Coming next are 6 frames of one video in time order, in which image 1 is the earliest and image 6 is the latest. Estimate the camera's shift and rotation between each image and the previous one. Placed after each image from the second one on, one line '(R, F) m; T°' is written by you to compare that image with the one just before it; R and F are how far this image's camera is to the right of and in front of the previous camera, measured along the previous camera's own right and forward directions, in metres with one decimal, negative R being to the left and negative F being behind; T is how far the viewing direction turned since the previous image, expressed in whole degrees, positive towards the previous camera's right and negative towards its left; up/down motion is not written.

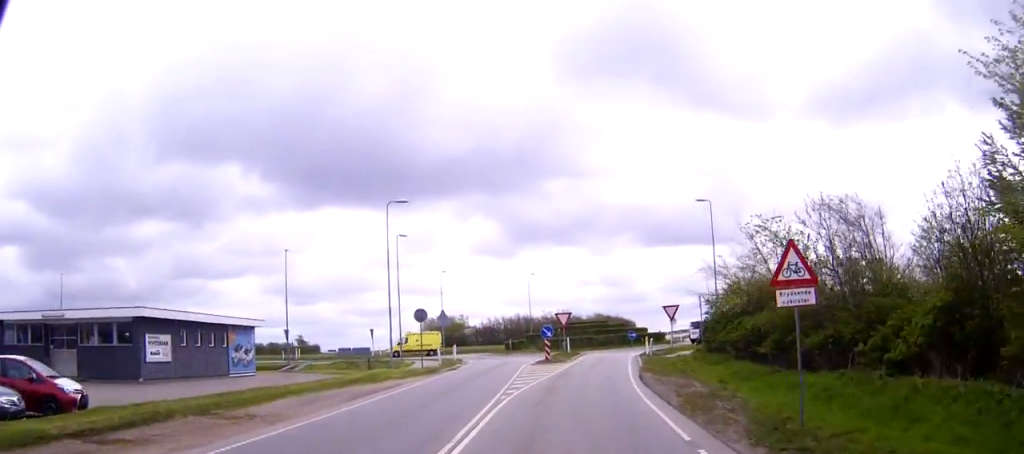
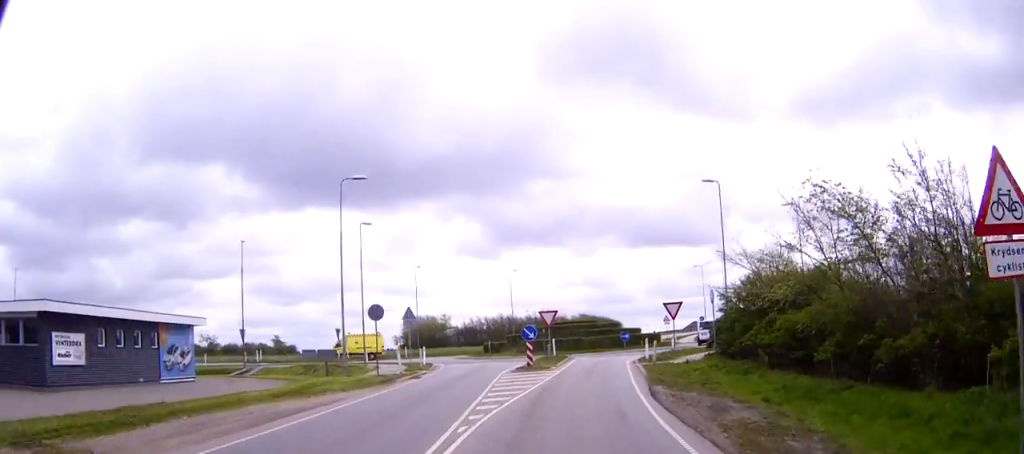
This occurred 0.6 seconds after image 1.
(+0.1, +6.5) m; +2°
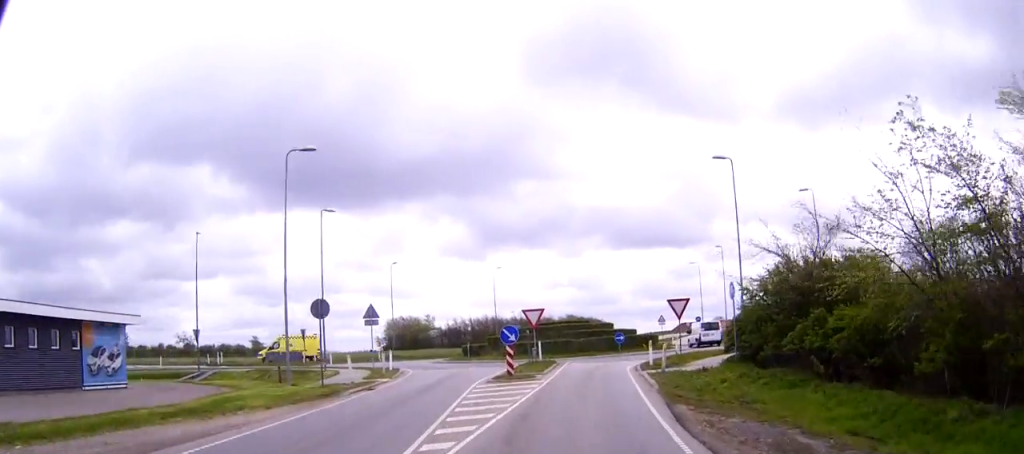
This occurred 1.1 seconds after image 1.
(0.0, +6.0) m; +2°
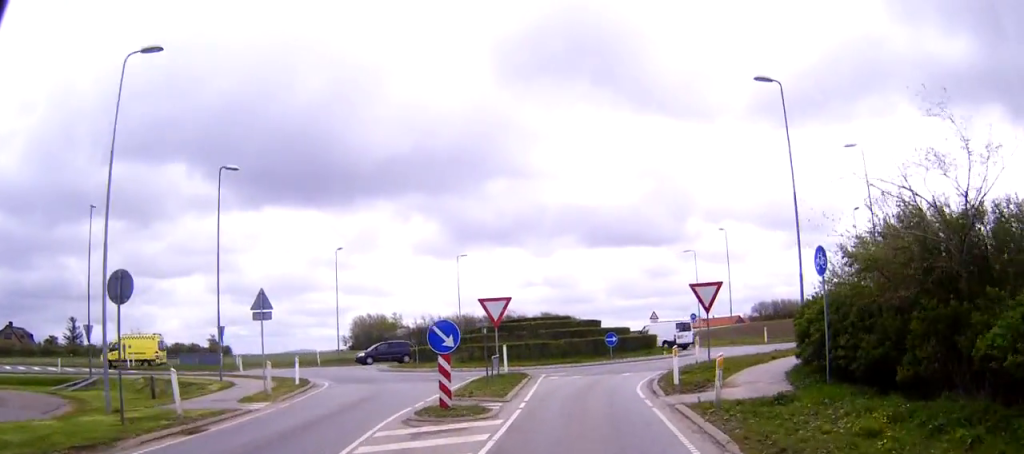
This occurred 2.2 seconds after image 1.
(+0.4, +11.6) m; +2°
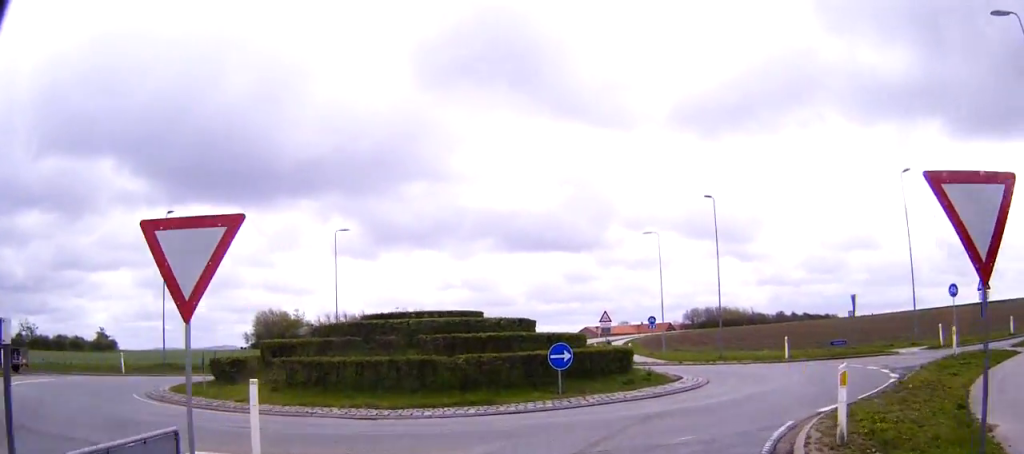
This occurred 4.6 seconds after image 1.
(+0.2, +20.1) m; +7°
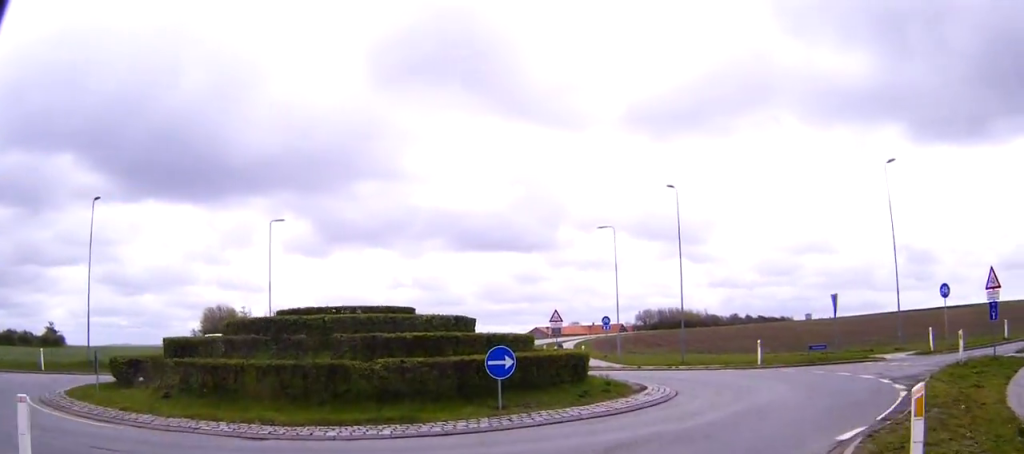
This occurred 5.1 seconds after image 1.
(-0.1, +3.7) m; +5°
